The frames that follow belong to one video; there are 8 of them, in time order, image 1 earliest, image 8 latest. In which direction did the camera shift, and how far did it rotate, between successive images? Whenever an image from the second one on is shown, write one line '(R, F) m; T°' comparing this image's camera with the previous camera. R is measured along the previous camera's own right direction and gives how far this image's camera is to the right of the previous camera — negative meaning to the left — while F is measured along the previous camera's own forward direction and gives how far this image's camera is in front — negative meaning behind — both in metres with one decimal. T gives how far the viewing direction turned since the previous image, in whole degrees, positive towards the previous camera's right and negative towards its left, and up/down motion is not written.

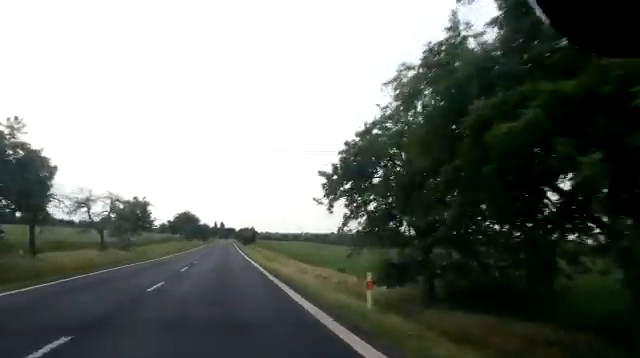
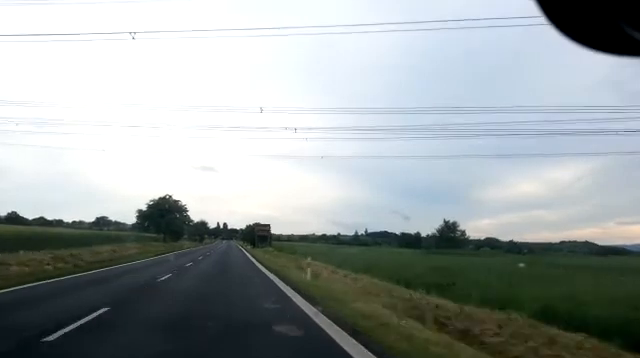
(+1.1, +42.9) m; +1°
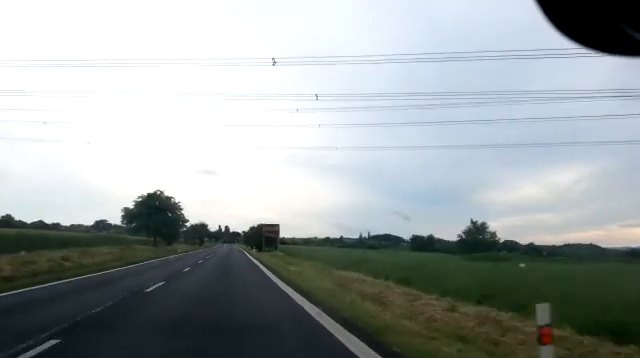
(0.0, +11.7) m; 0°
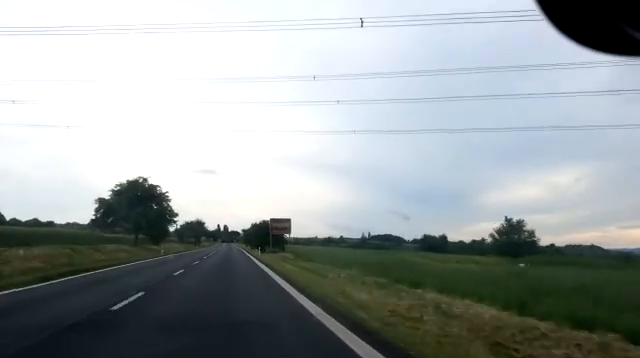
(0.0, +12.5) m; 0°
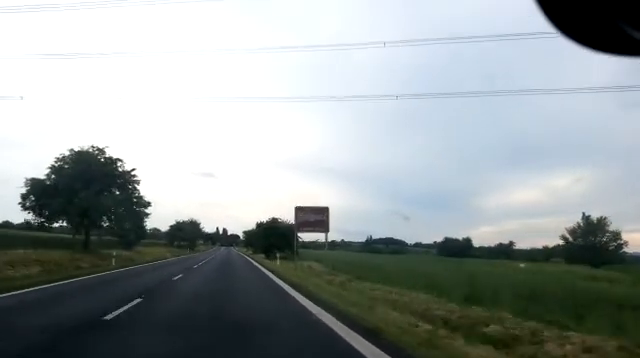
(0.0, +18.9) m; 0°
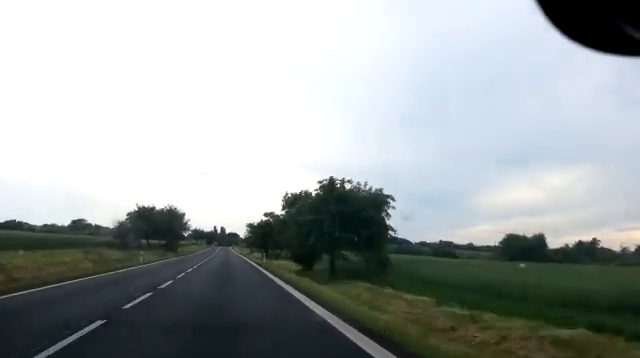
(0.0, +38.9) m; 0°
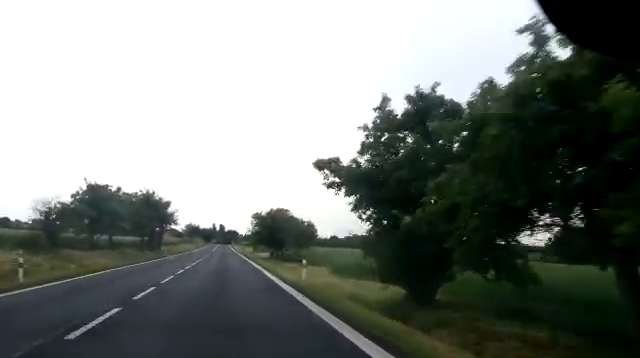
(0.0, +20.7) m; 0°
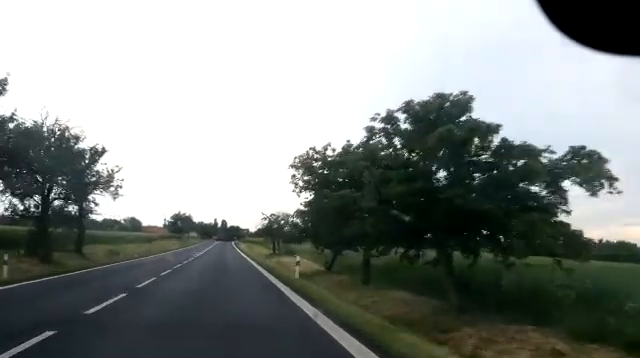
(0.0, +37.8) m; 0°
